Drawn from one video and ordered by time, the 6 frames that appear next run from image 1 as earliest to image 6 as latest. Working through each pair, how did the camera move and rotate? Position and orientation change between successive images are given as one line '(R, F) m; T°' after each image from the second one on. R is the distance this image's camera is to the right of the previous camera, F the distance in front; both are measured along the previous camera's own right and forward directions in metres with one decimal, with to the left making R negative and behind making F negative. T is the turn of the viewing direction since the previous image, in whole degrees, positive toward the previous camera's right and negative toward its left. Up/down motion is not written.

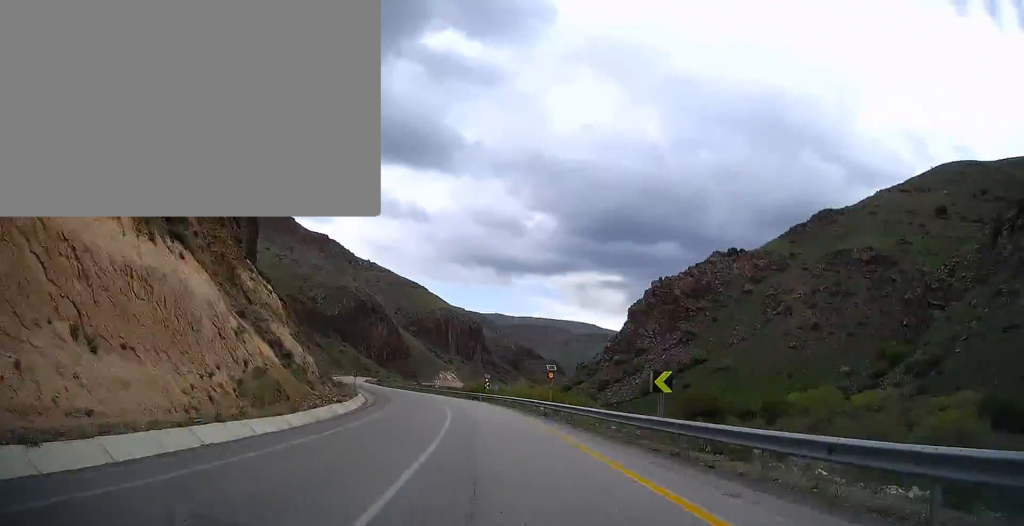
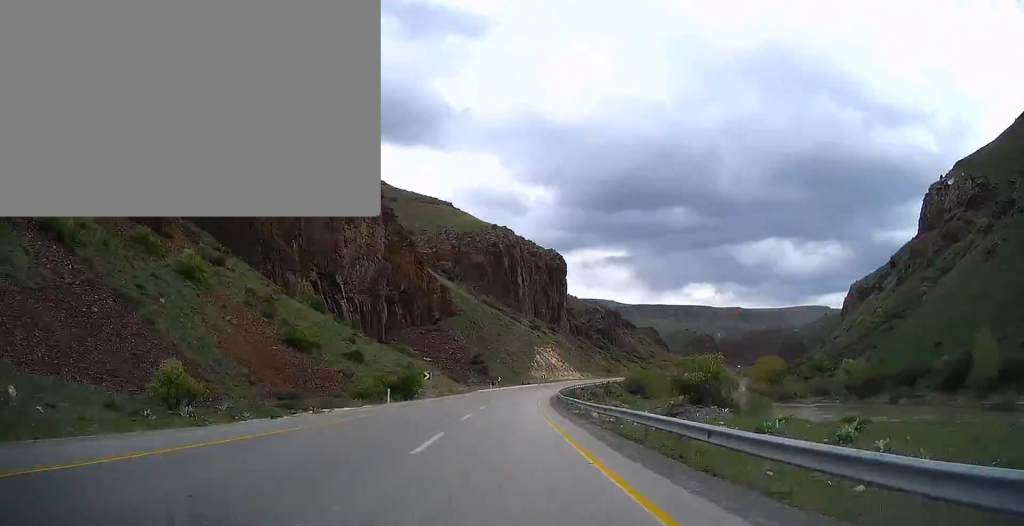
(-12.6, +343.7) m; +12°
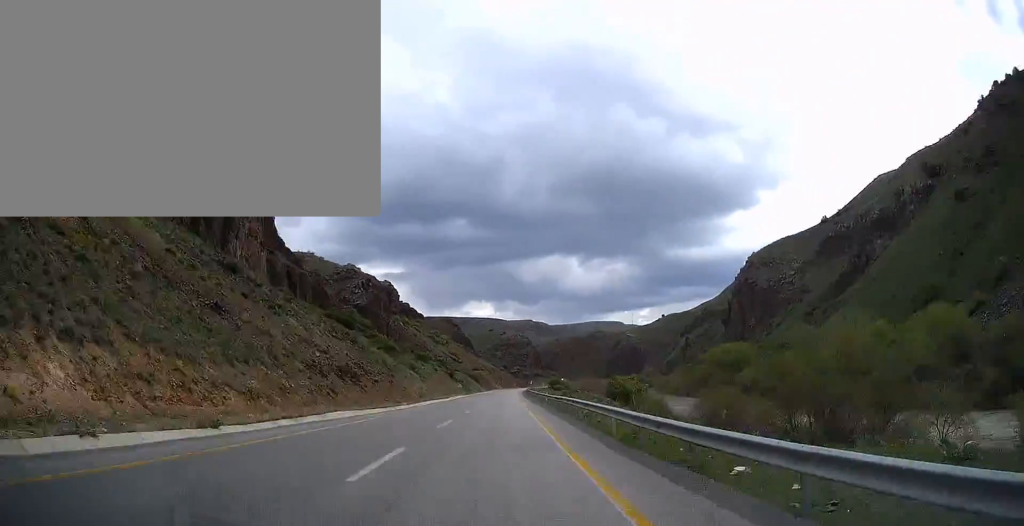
(+37.1, +221.5) m; +13°
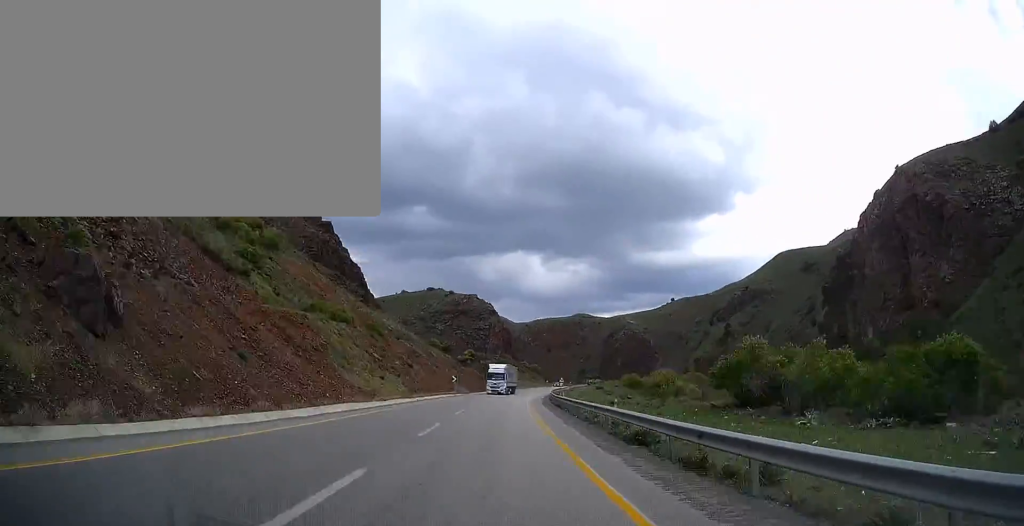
(+14.7, +206.6) m; +8°
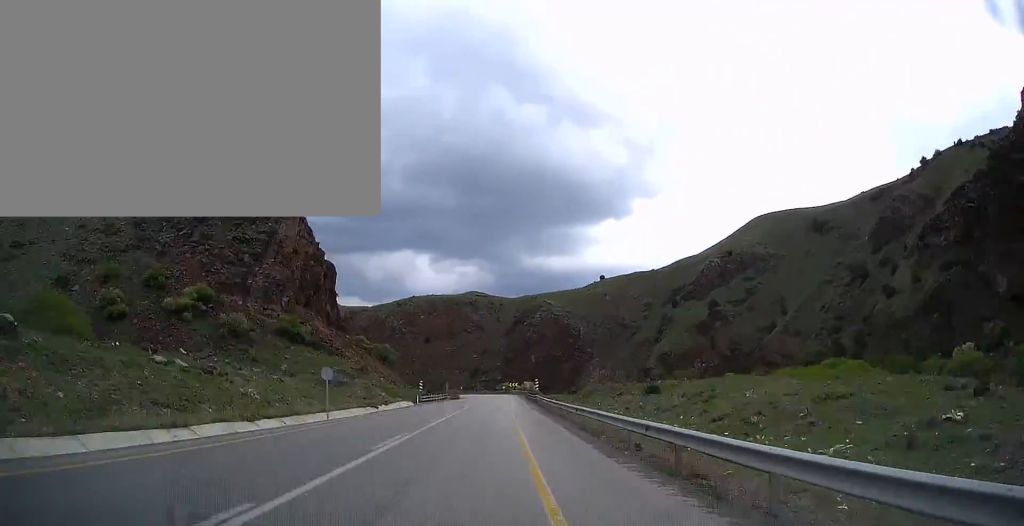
(+9.1, +162.4) m; -1°
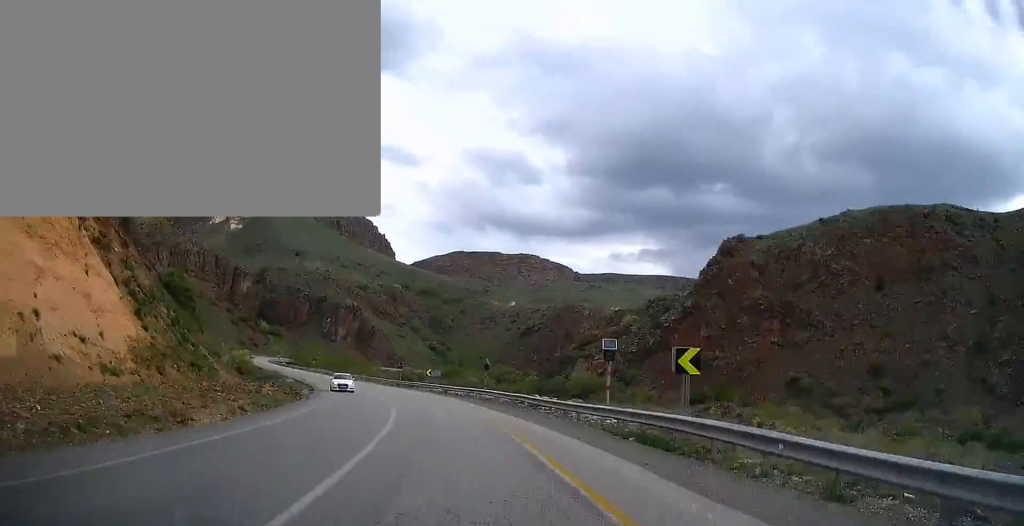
(-31.6, +185.1) m; -32°
